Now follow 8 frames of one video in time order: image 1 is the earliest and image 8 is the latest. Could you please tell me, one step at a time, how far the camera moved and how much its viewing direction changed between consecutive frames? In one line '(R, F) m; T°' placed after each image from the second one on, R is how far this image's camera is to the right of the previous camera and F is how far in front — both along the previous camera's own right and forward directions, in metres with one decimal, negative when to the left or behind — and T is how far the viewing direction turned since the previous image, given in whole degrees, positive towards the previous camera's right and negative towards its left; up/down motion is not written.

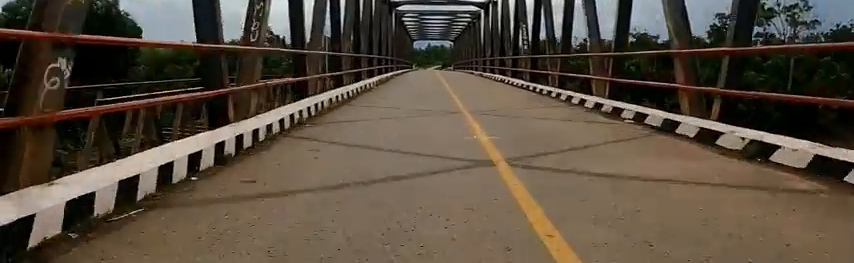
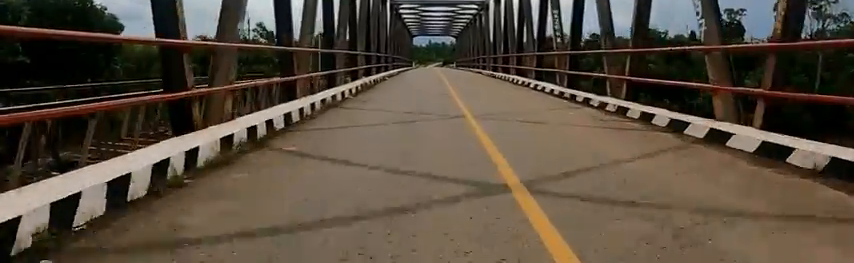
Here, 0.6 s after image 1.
(0.0, +7.0) m; 0°
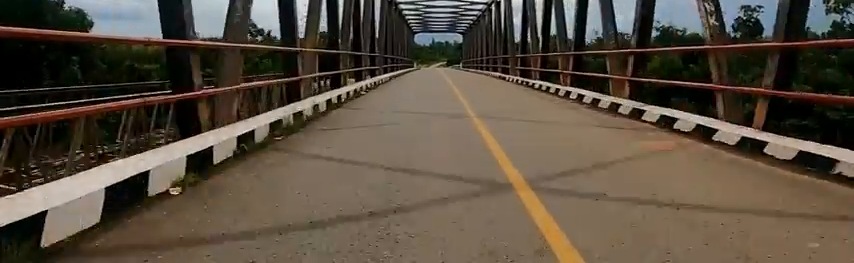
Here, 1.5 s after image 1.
(0.0, +10.1) m; 0°
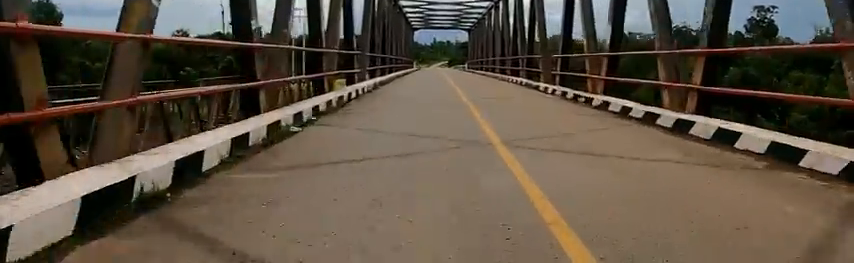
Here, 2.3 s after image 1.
(0.0, +8.3) m; 0°
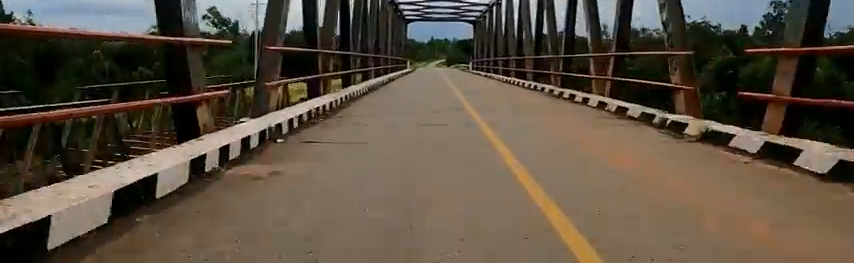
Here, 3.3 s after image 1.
(0.0, +12.3) m; 0°
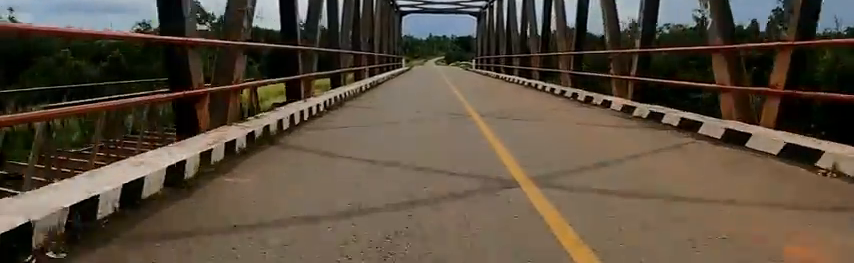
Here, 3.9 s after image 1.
(0.0, +7.0) m; 0°
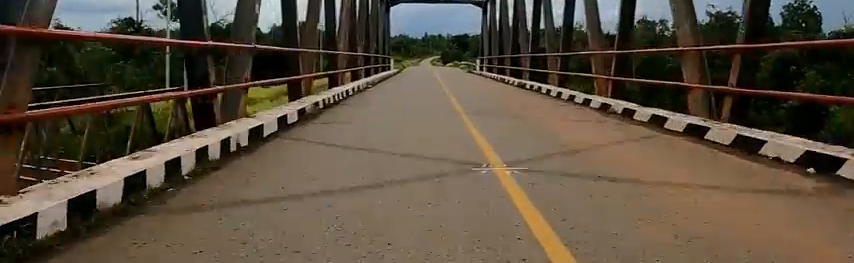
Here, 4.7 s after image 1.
(0.0, +8.9) m; 0°
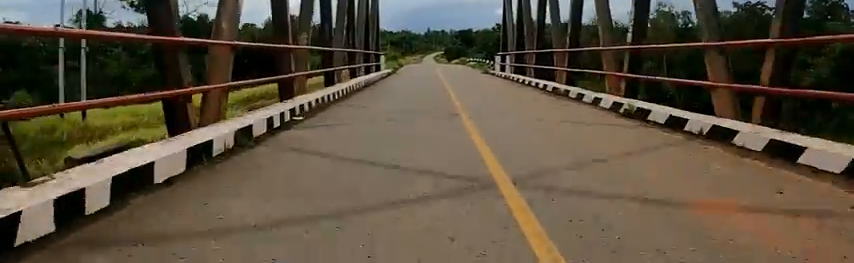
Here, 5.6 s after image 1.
(0.0, +10.5) m; 0°
